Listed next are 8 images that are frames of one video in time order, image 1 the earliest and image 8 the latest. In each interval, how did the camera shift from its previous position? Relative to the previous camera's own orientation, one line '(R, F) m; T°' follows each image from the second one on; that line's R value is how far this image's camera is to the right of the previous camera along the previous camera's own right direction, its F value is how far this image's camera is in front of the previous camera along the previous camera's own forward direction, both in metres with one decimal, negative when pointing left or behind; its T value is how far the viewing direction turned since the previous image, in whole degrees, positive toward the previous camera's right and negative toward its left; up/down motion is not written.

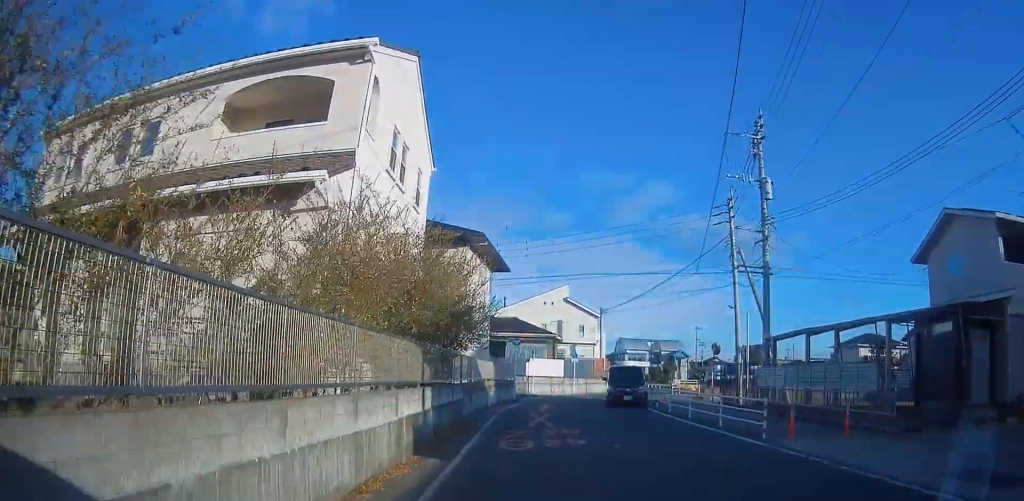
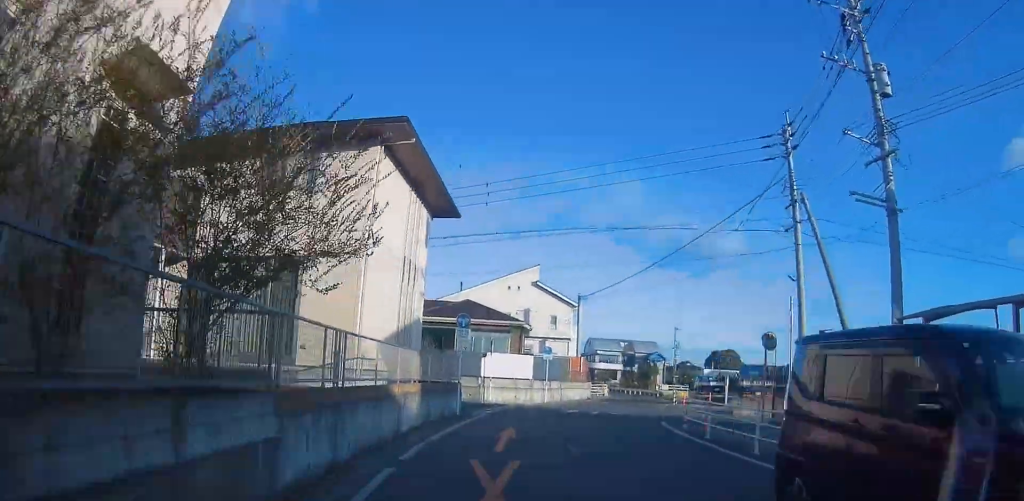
(0.0, +12.4) m; 0°
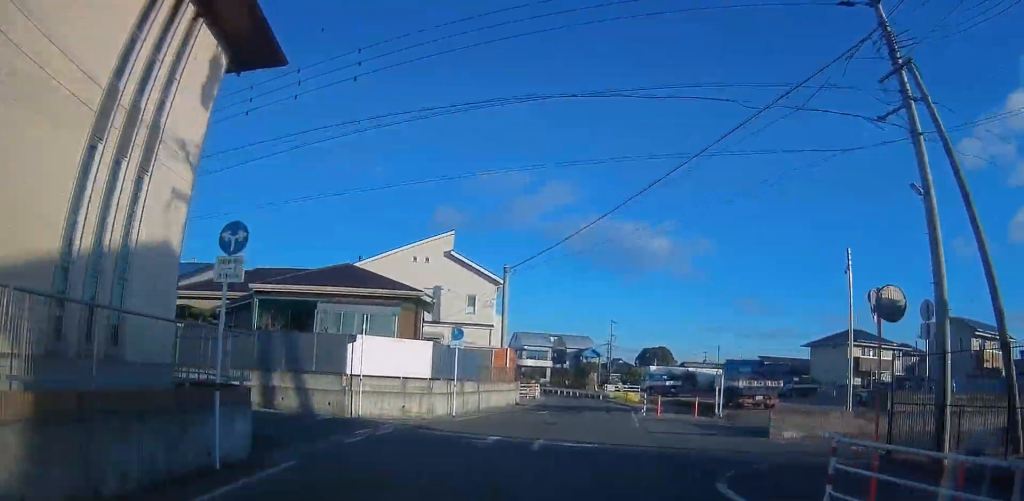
(0.0, +11.5) m; 0°
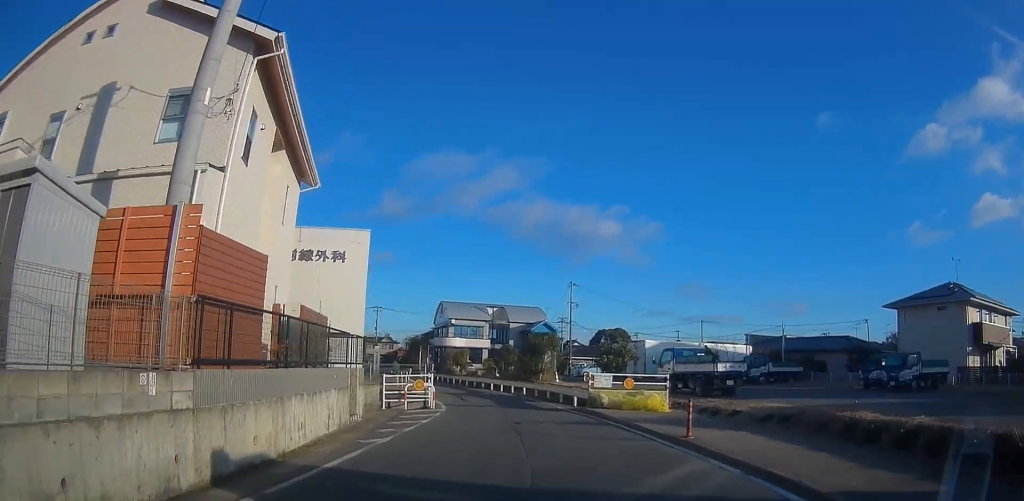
(+1.4, +25.6) m; +9°
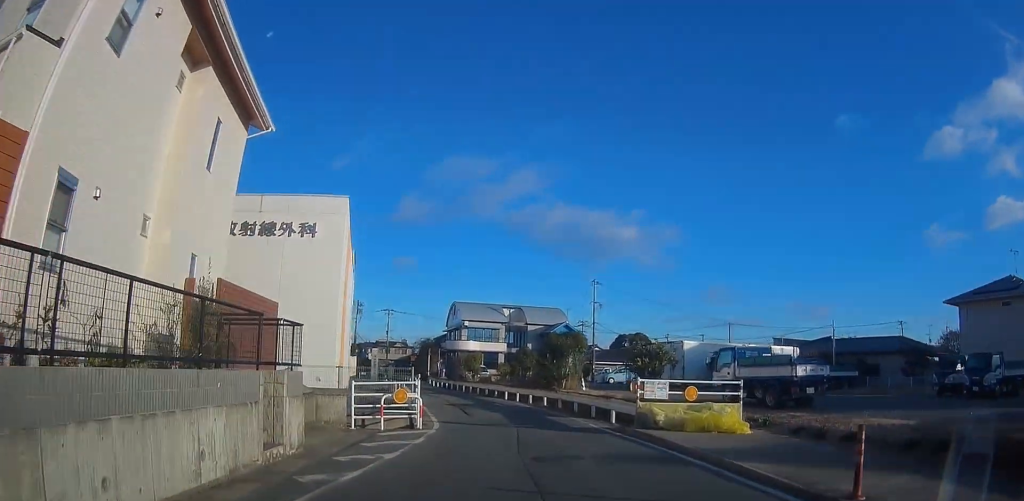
(+0.2, +5.7) m; +2°
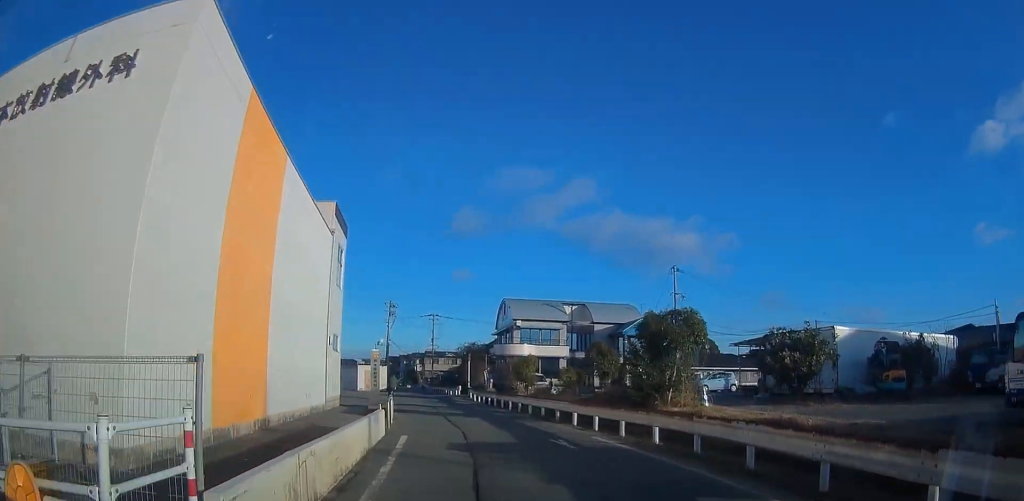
(0.0, +13.4) m; -2°
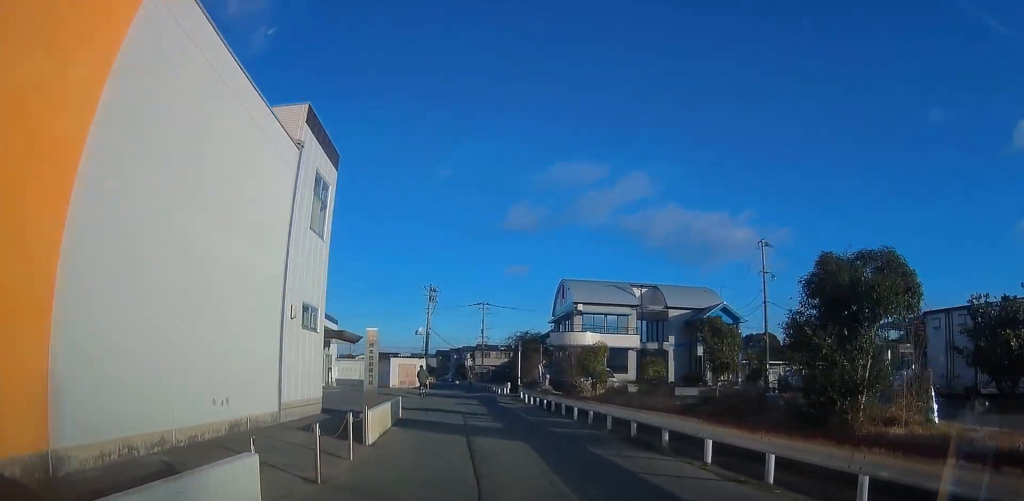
(+0.3, +9.2) m; -7°
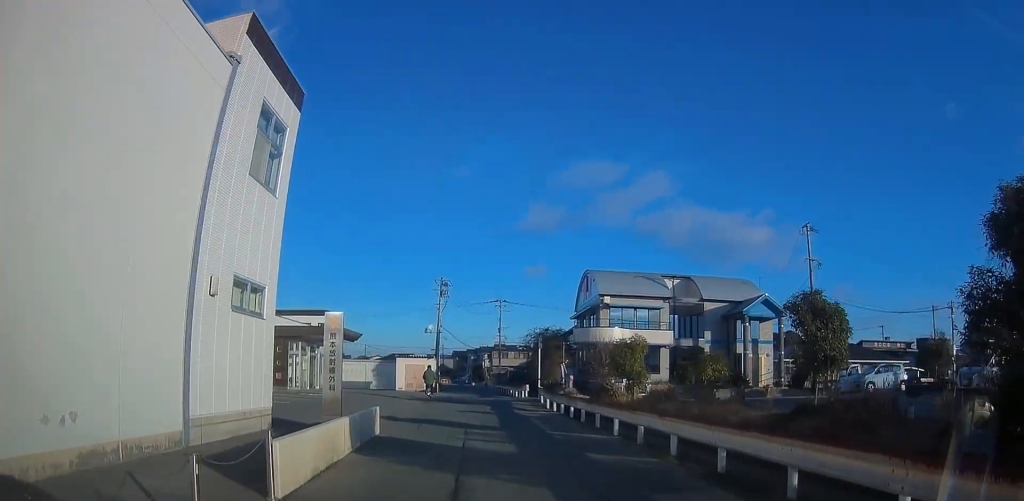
(-0.7, +5.0) m; -4°
